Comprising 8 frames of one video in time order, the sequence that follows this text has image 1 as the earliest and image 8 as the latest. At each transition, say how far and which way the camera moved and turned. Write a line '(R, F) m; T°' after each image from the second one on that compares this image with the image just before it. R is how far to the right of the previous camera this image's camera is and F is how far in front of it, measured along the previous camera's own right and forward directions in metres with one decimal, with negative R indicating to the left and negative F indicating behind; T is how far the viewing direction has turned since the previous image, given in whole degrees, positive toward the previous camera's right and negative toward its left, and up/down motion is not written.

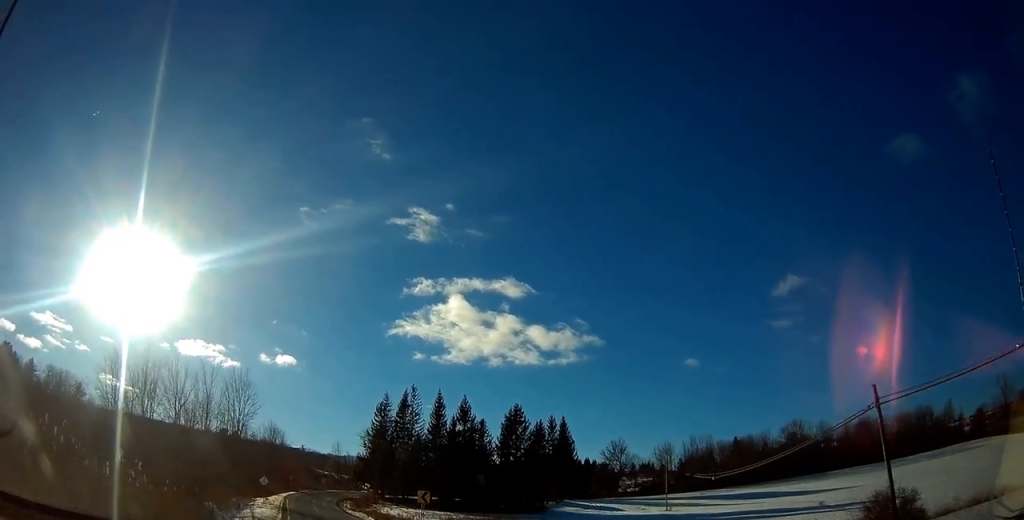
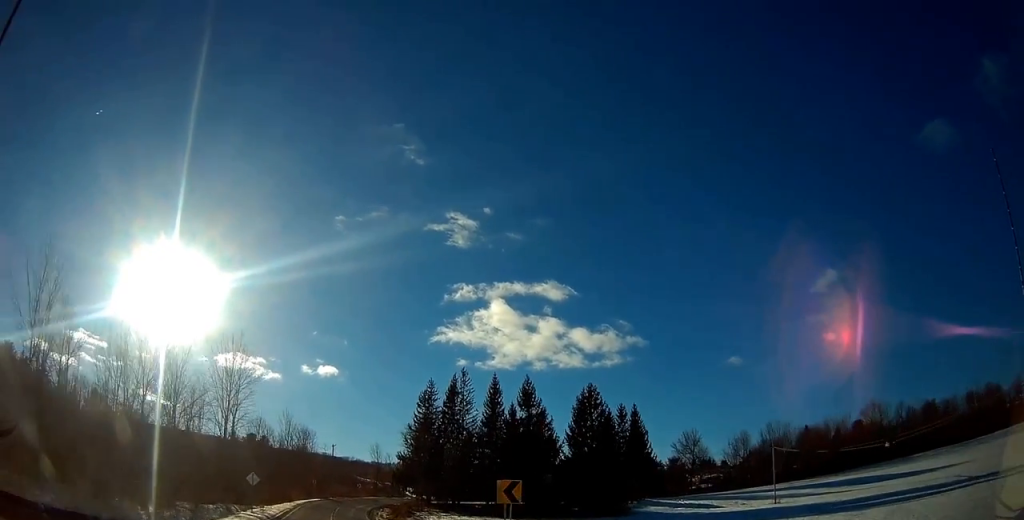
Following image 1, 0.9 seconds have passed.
(-1.0, +19.5) m; -5°
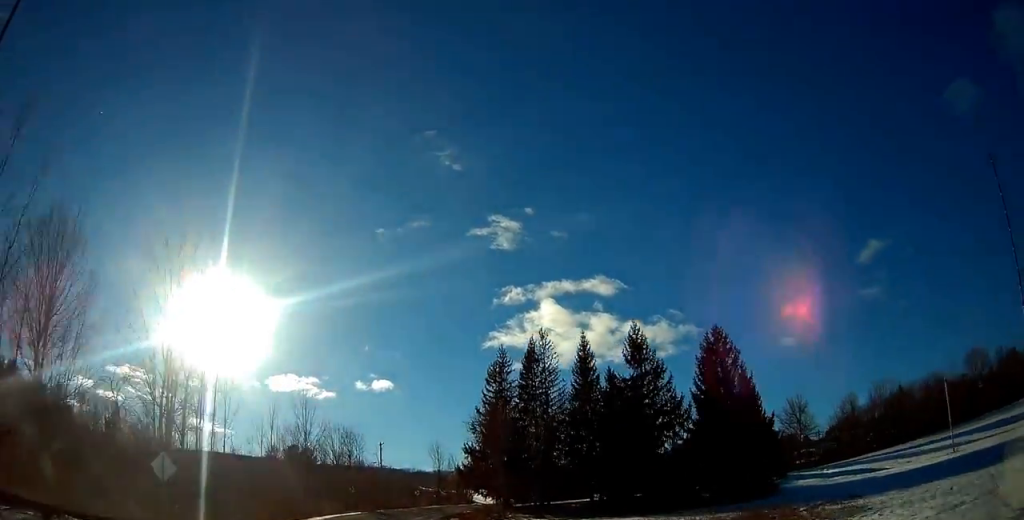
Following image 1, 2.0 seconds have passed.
(-1.2, +23.6) m; -6°
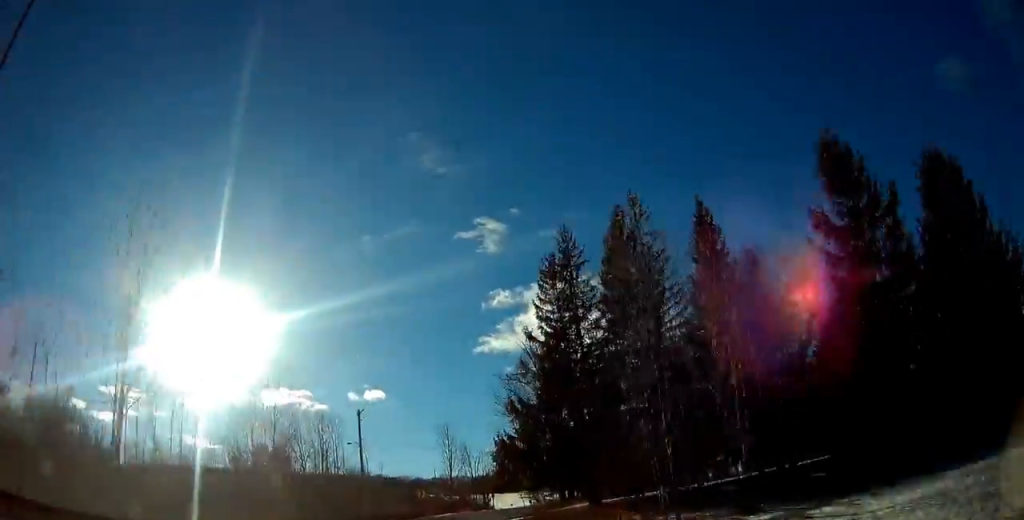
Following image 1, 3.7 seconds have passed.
(-2.4, +36.7) m; -5°
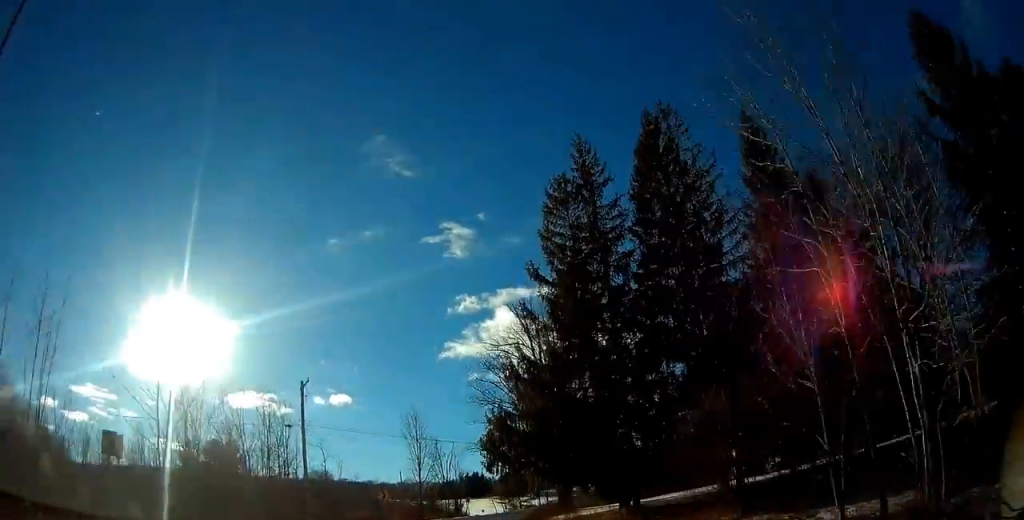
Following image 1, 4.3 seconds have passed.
(0.0, +13.7) m; +2°
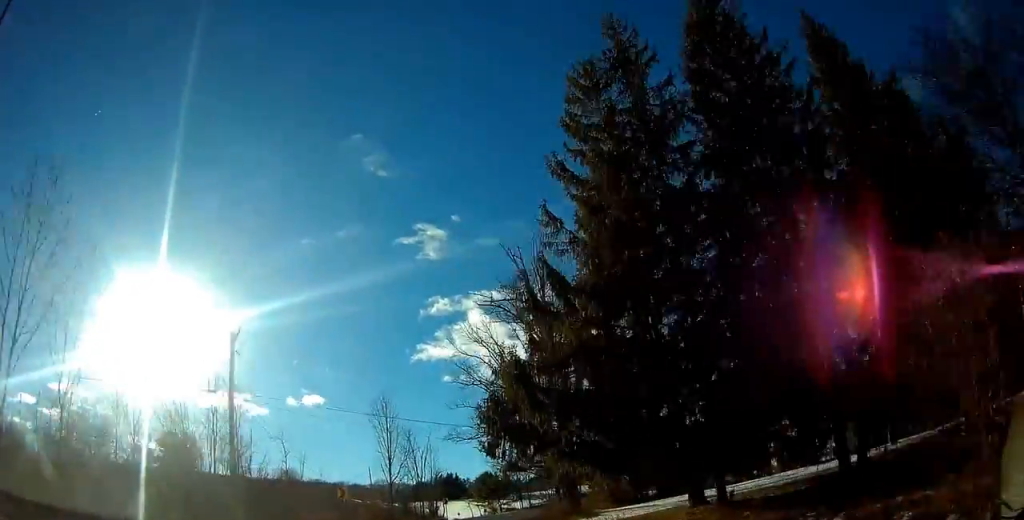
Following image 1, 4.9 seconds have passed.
(0.0, +11.6) m; +2°
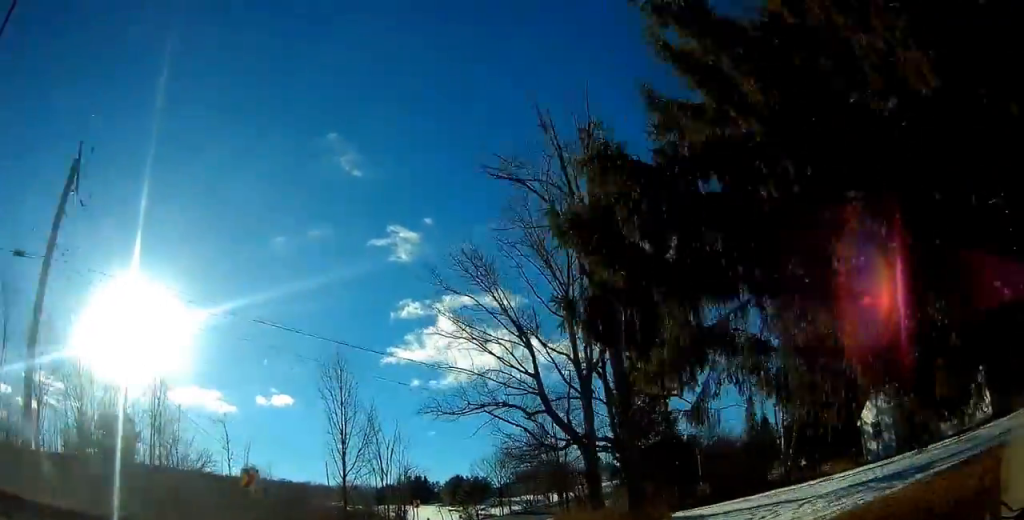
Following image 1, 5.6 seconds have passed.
(+0.7, +15.8) m; +4°
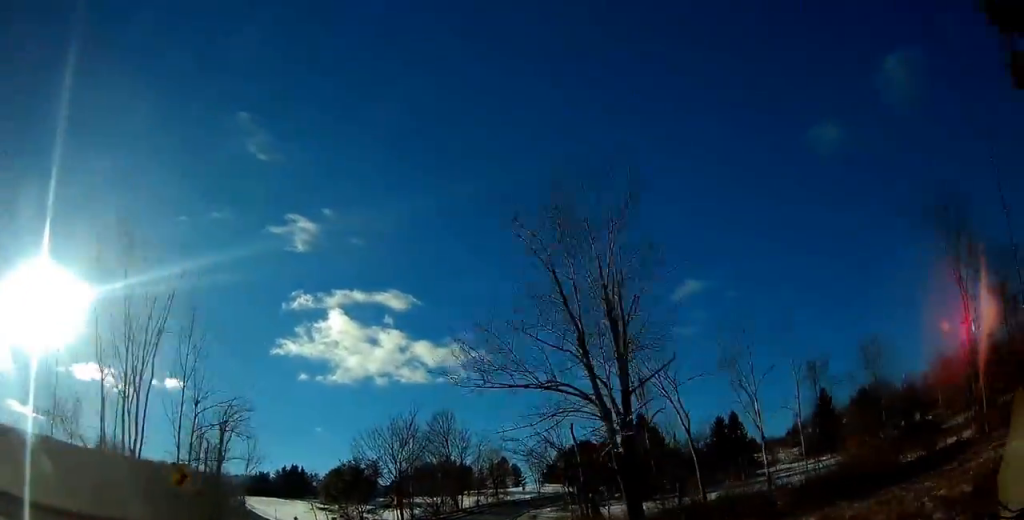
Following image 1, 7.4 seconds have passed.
(+4.1, +39.3) m; +11°
